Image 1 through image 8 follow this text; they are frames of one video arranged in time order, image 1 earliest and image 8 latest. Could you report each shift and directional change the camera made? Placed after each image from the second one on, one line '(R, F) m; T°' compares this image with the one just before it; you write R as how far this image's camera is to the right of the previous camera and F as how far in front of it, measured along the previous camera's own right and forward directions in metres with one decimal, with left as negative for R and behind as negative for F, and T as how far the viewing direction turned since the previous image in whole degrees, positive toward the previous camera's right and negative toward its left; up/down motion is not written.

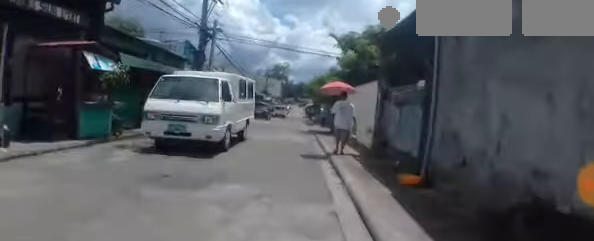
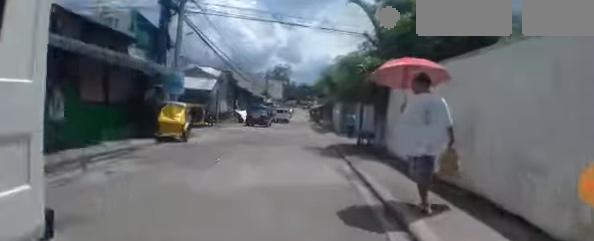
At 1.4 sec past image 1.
(-0.2, +6.0) m; -1°
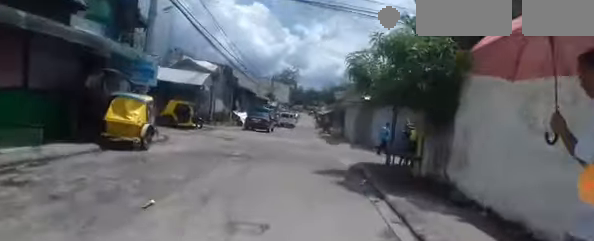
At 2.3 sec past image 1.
(+0.1, +3.3) m; -2°
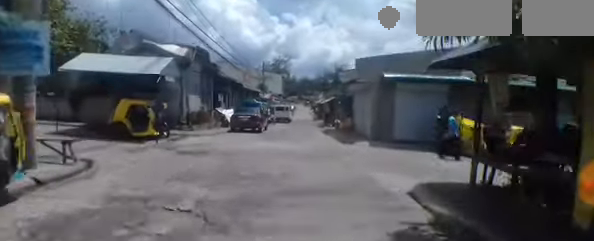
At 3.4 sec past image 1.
(-0.1, +4.2) m; +4°
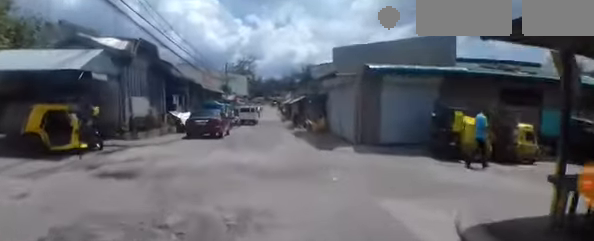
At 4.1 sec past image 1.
(+0.2, +2.2) m; +5°
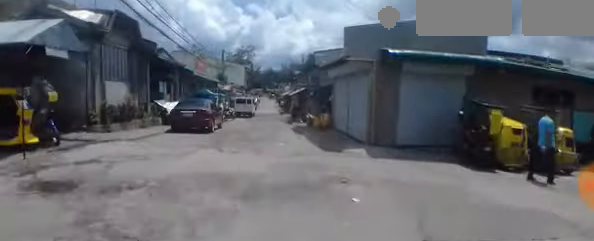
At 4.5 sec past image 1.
(0.0, +1.6) m; 0°
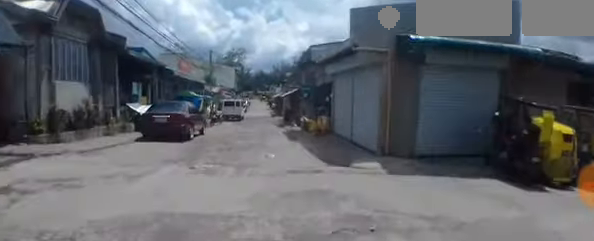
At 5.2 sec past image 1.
(0.0, +2.0) m; -1°
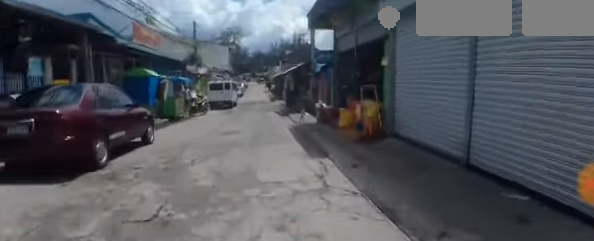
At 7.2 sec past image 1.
(-1.0, +5.2) m; -11°
